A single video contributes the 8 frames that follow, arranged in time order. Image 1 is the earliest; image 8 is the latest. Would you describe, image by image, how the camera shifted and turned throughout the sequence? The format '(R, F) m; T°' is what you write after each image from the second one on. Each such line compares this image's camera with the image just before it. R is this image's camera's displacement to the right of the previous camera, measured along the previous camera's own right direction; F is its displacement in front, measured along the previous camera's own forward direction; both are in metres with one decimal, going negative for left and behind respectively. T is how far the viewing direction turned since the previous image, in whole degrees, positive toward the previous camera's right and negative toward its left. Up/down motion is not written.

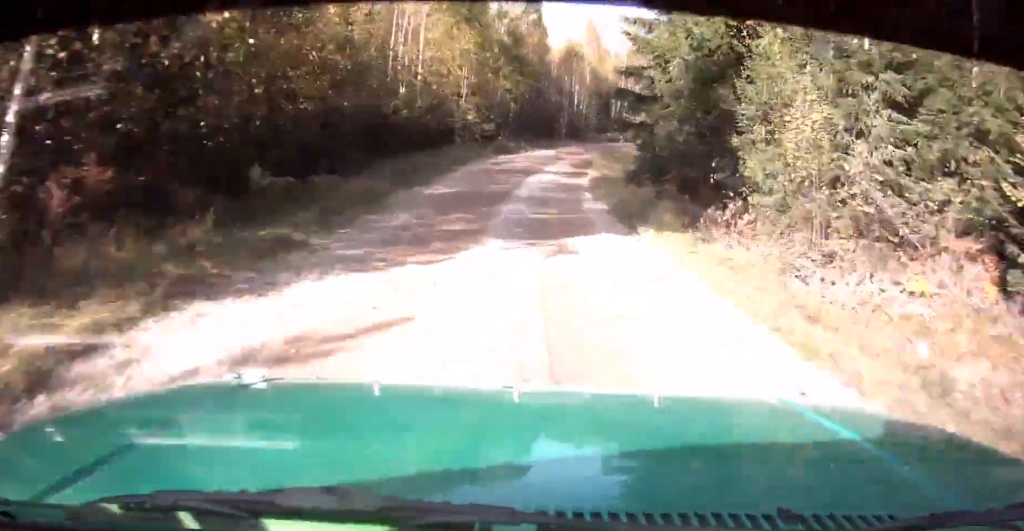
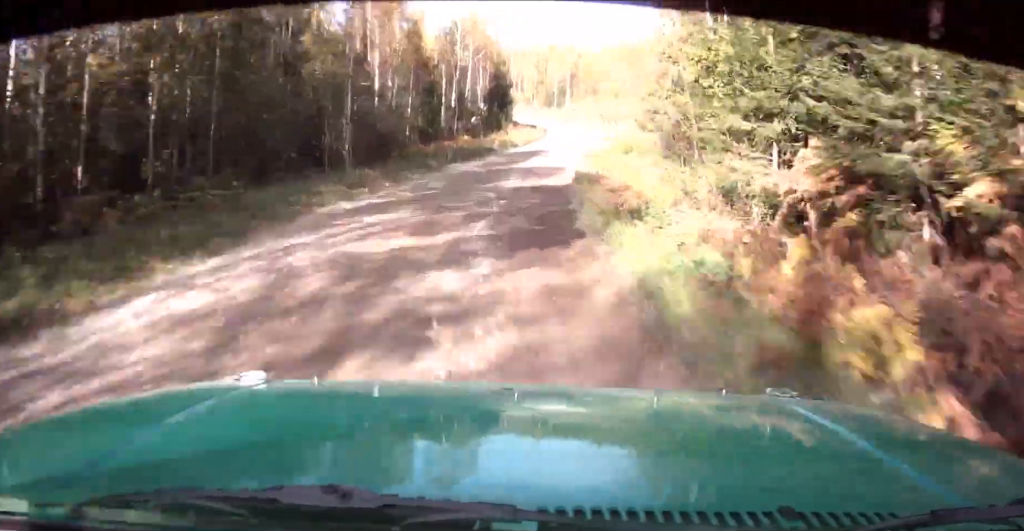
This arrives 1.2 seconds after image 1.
(+1.2, +35.6) m; +2°
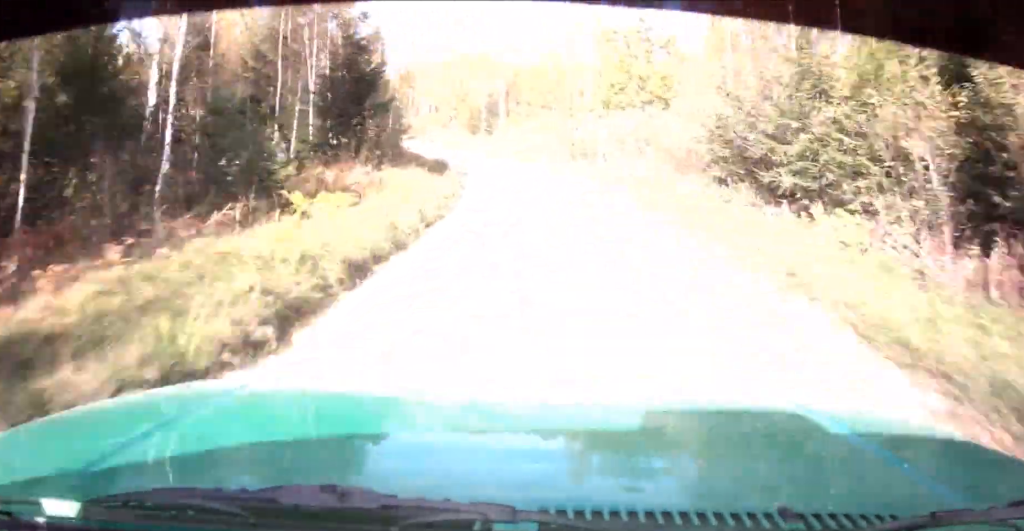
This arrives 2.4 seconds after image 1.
(0.0, +32.2) m; 0°
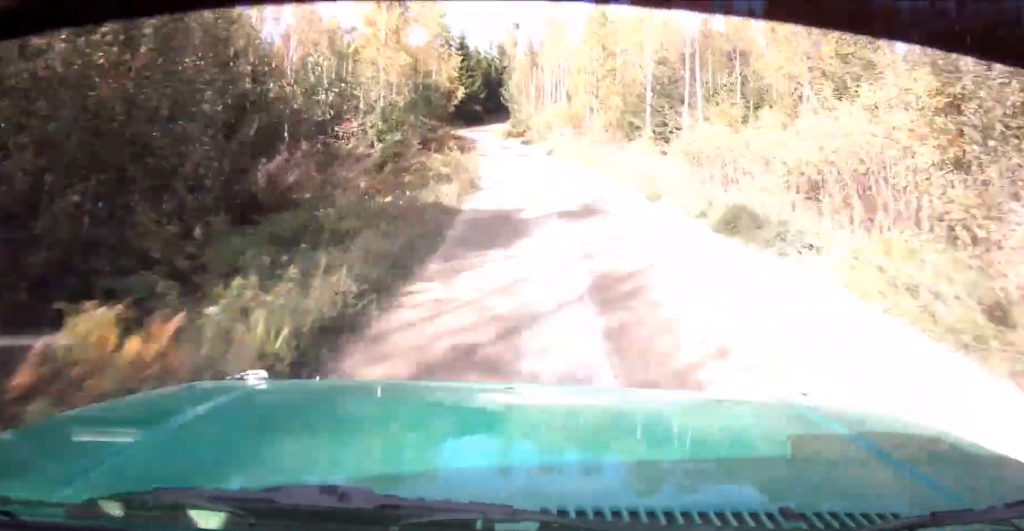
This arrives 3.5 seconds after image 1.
(-0.3, +33.3) m; -1°
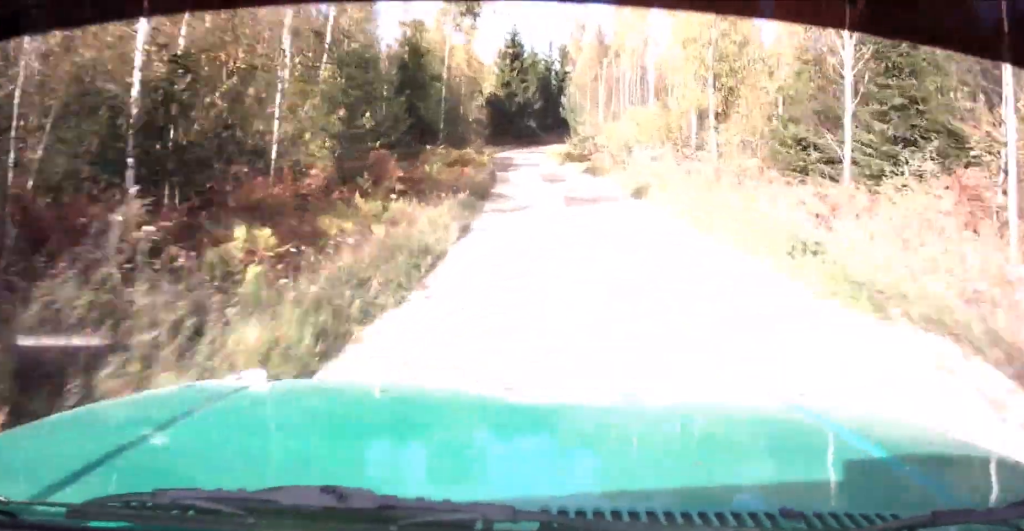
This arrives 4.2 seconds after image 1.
(-0.2, +18.3) m; -1°
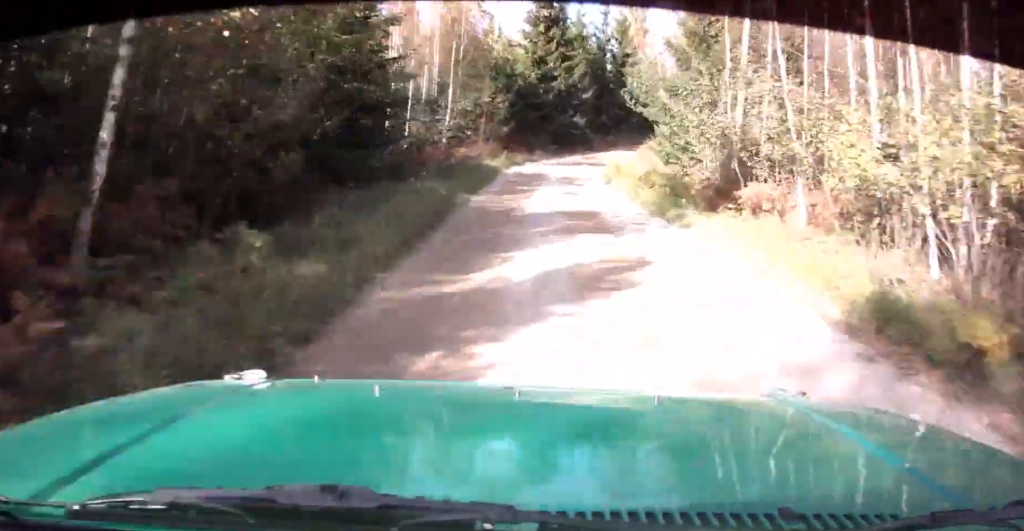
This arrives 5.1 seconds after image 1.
(-0.1, +26.8) m; 0°
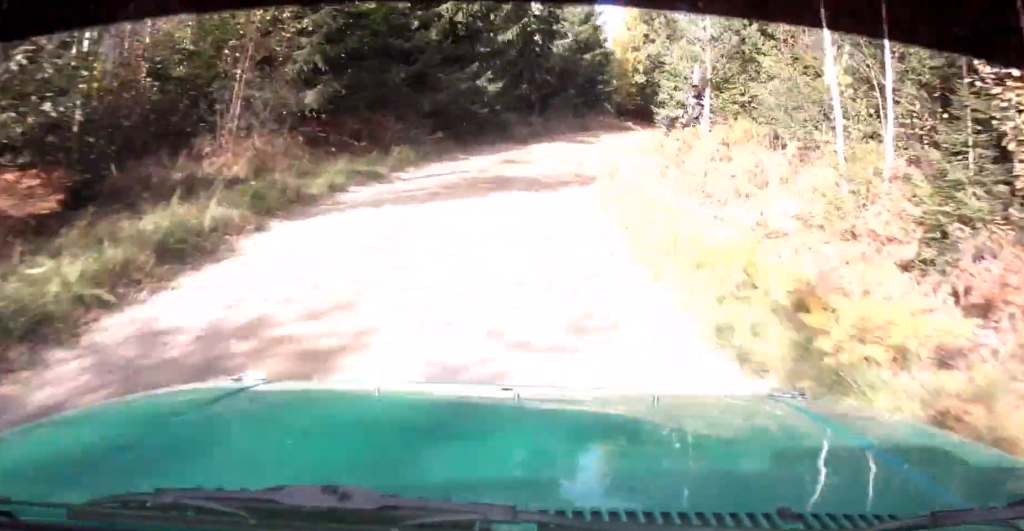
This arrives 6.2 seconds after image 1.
(0.0, +29.8) m; 0°
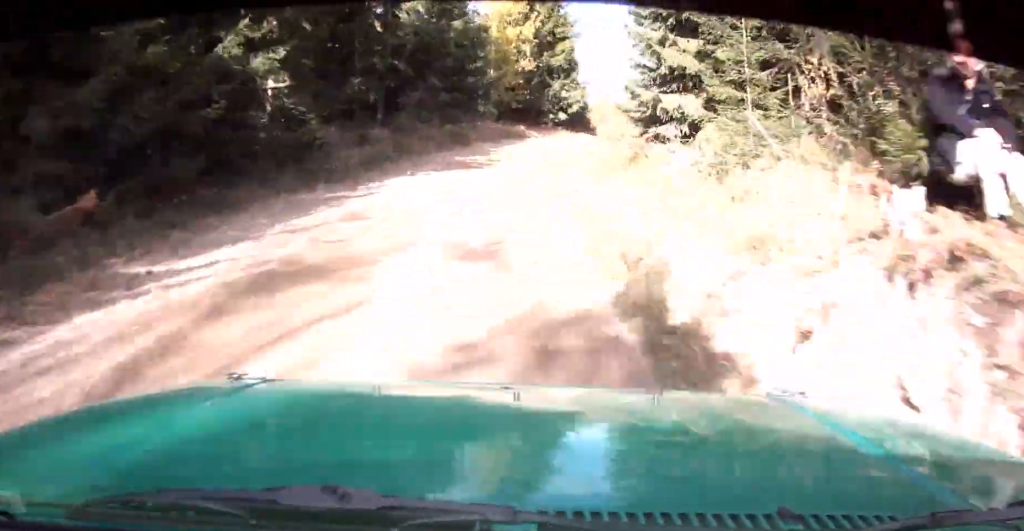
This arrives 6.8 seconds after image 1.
(0.0, +17.6) m; +4°
